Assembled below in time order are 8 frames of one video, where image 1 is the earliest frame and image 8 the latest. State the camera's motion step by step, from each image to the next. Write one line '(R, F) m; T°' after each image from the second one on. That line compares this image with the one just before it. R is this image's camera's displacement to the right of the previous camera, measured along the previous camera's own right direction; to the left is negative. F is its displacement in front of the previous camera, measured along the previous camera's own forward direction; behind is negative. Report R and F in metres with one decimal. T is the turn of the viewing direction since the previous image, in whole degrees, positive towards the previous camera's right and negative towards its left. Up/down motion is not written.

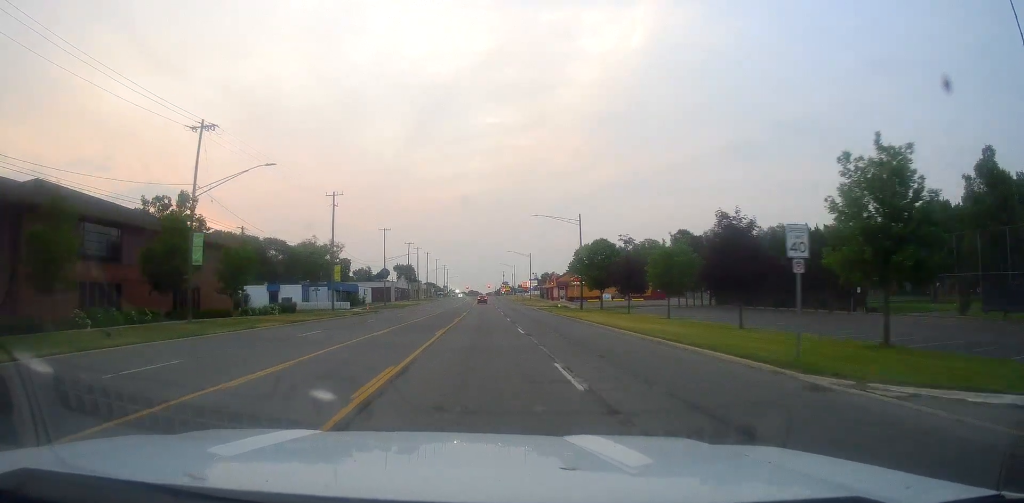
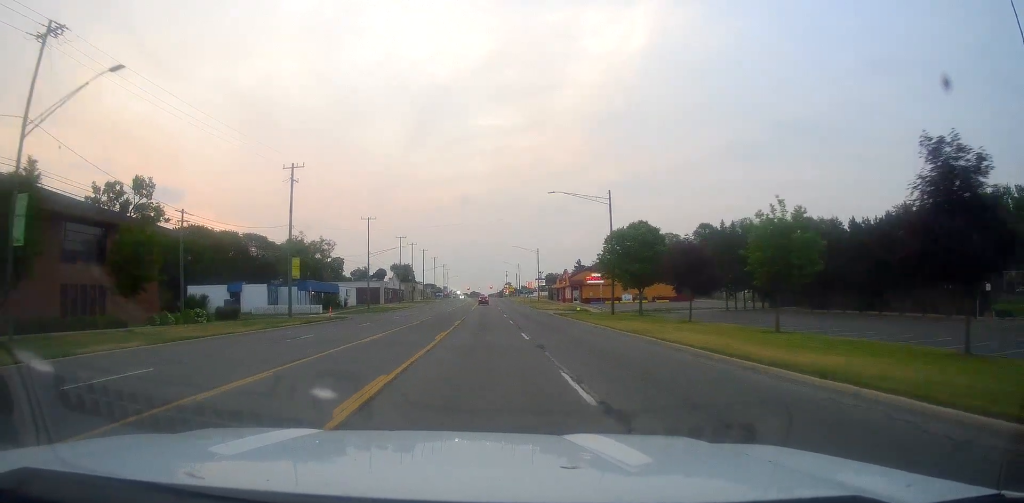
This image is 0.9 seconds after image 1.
(-0.3, +17.2) m; 0°
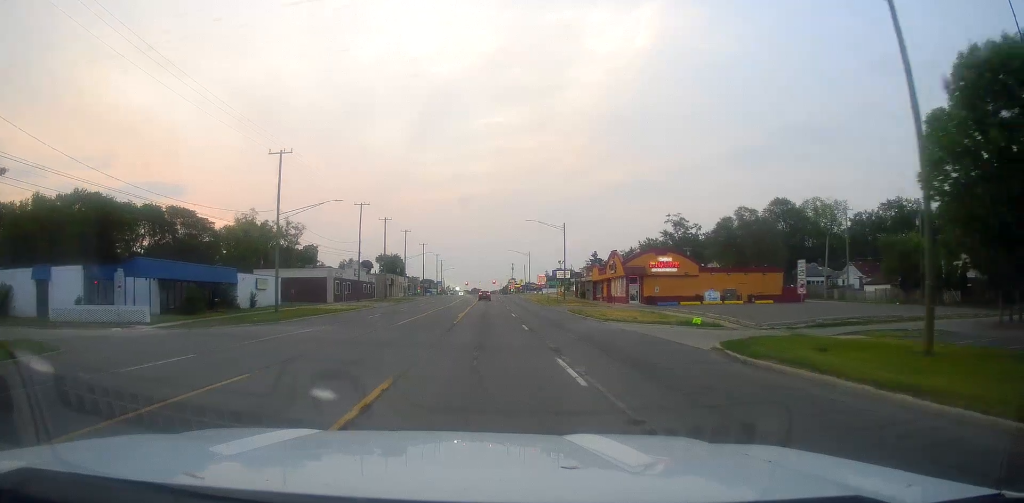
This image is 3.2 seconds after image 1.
(-0.2, +42.3) m; -2°
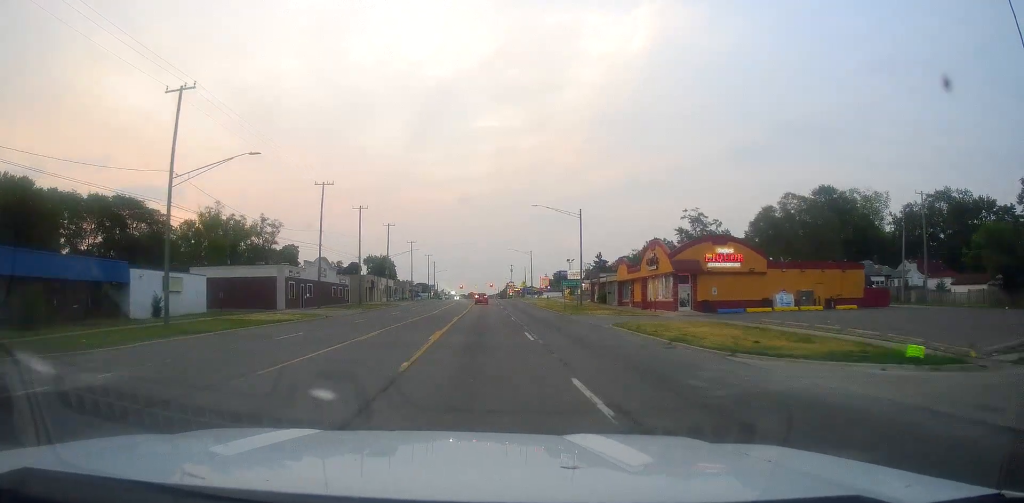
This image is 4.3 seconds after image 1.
(0.0, +19.2) m; 0°
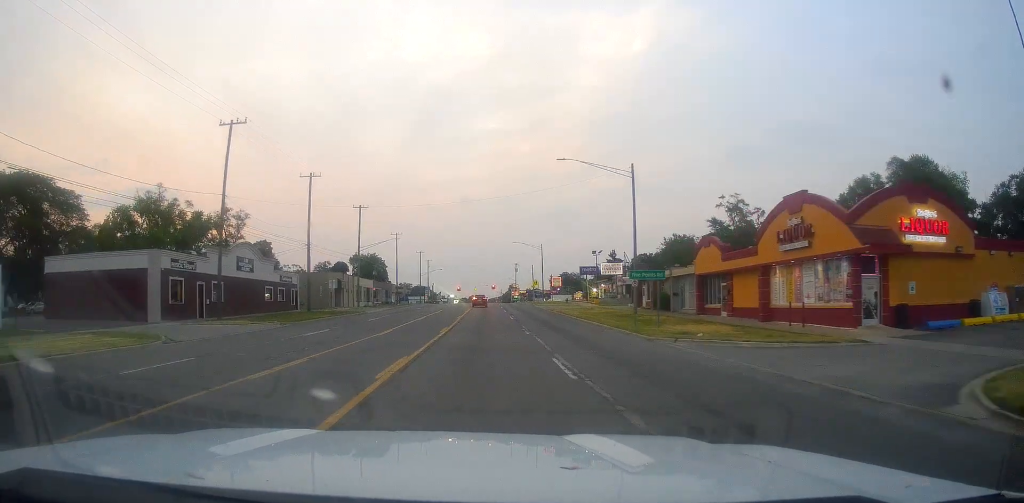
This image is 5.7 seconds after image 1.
(+0.5, +27.2) m; +2°
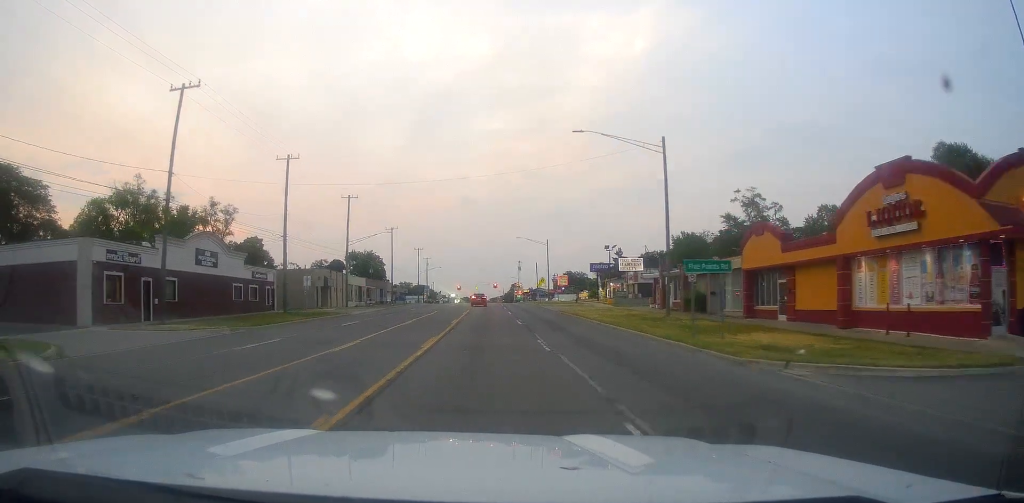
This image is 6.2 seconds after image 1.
(+0.1, +8.6) m; +1°
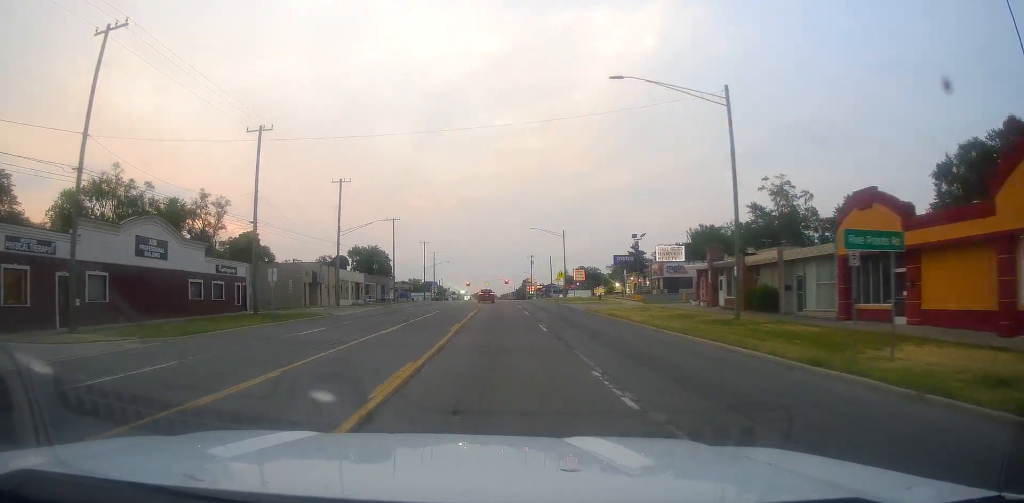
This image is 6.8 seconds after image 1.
(0.0, +10.2) m; -1°
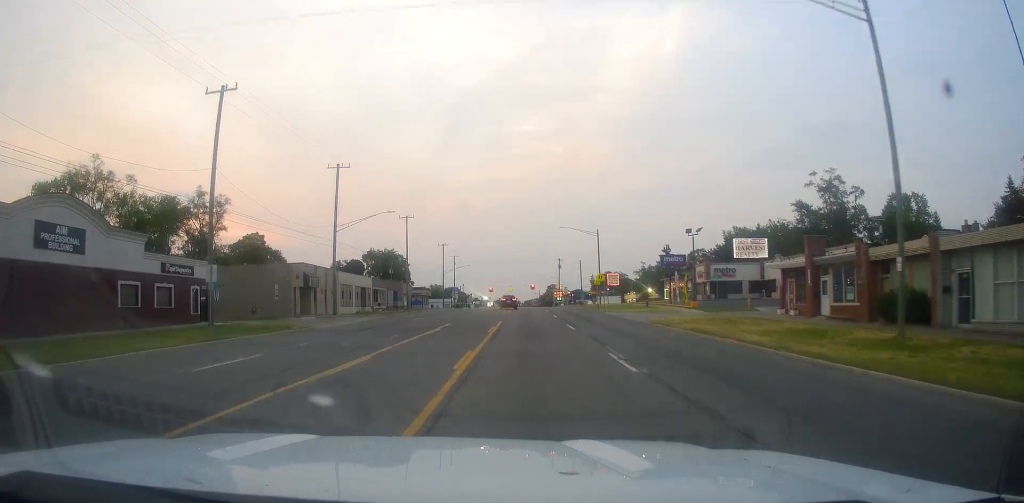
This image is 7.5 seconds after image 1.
(-0.1, +13.0) m; -1°
